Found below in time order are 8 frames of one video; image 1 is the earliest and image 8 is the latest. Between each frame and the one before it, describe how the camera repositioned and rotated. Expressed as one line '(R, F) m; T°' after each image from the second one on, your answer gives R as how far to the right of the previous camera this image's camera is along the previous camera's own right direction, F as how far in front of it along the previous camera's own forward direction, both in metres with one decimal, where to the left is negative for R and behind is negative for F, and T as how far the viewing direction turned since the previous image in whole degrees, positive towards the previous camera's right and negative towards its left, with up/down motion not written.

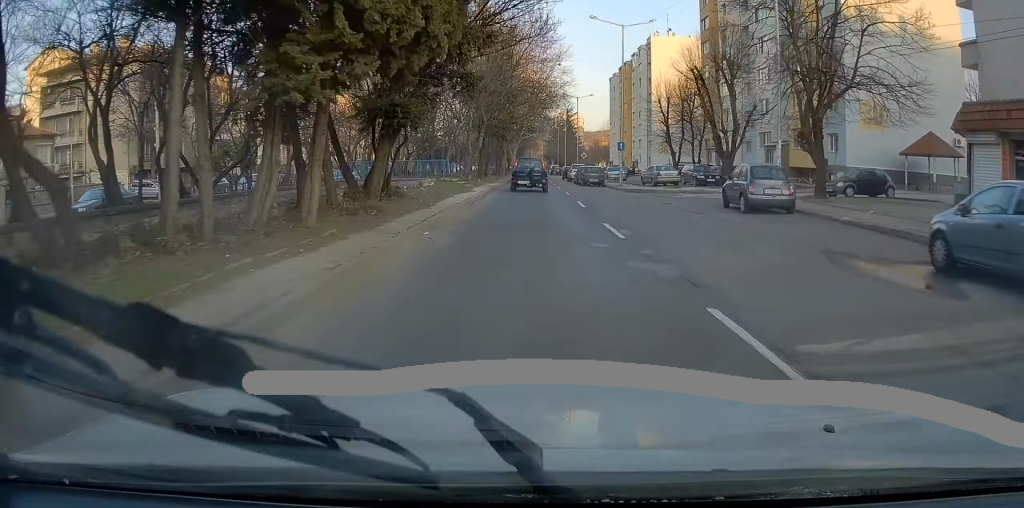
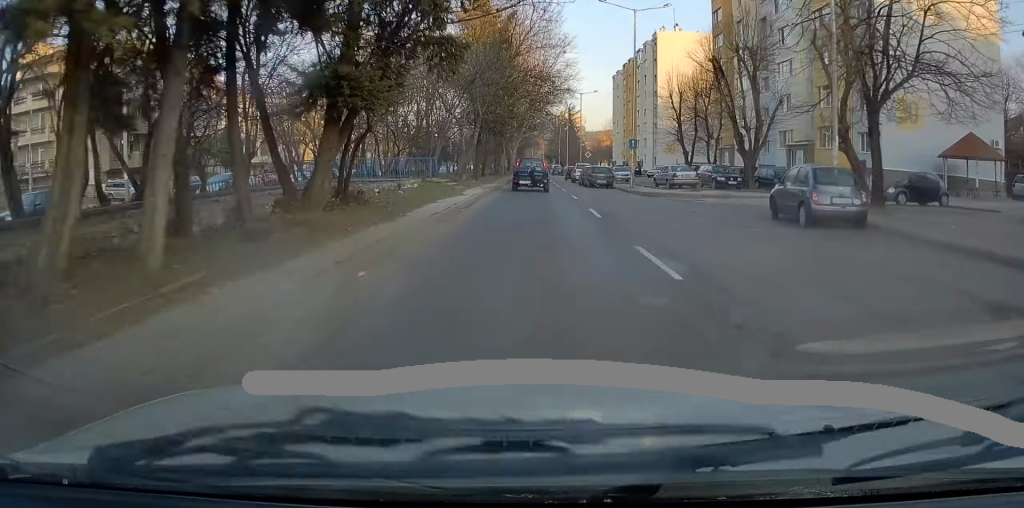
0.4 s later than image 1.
(-0.2, +4.4) m; -1°
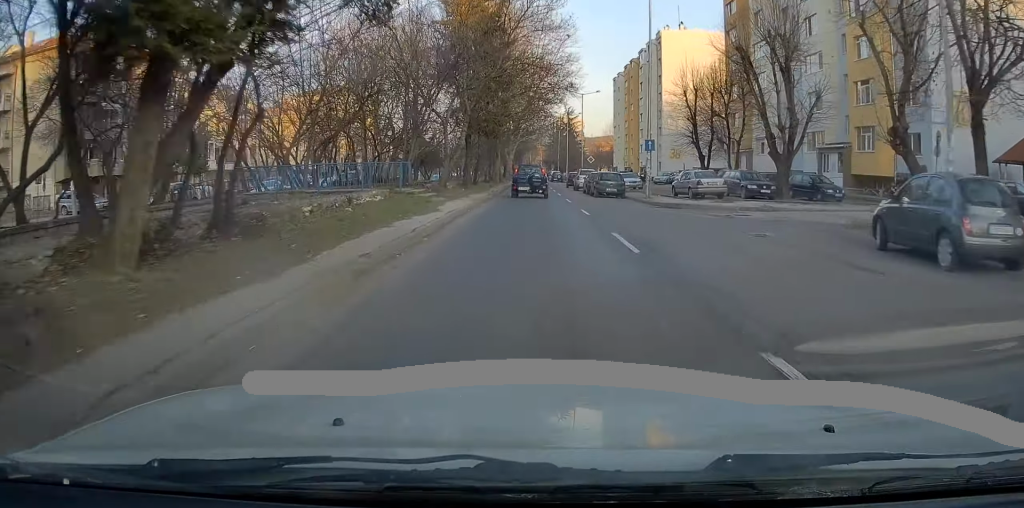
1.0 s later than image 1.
(-0.1, +5.8) m; -1°
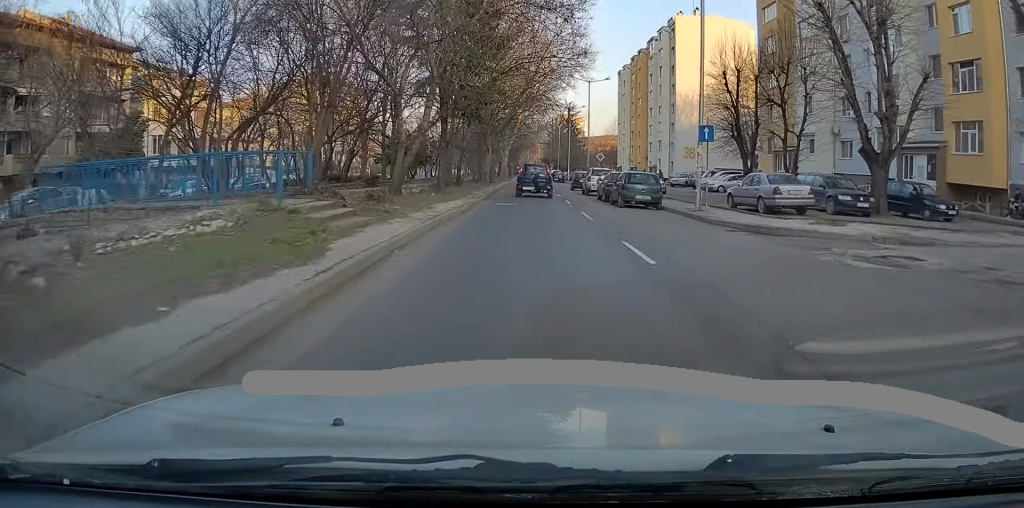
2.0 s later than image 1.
(0.0, +10.2) m; 0°
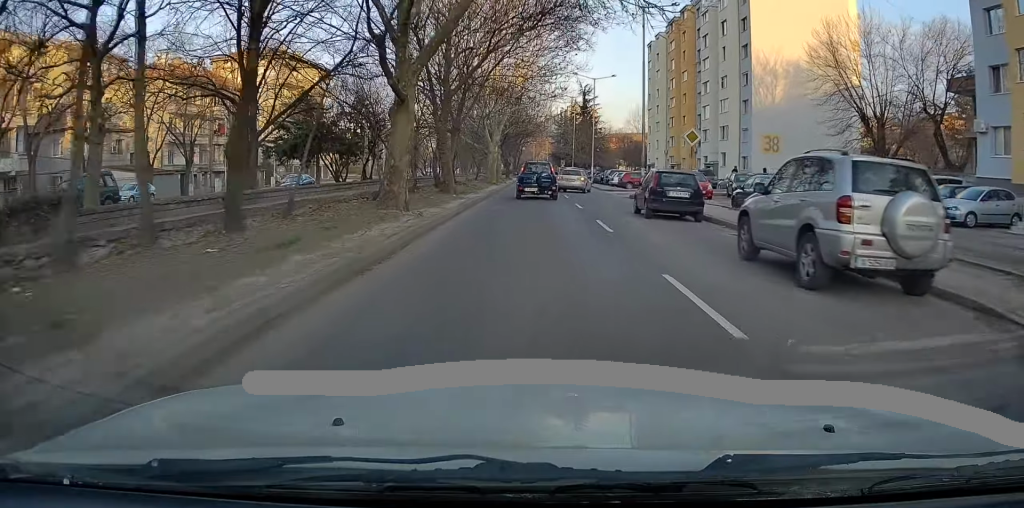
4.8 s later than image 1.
(+1.5, +29.7) m; +4°
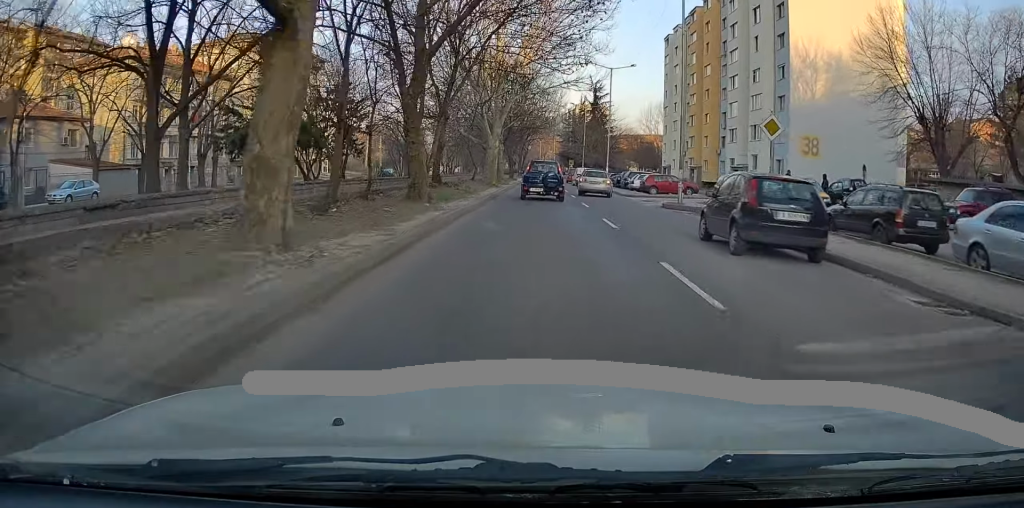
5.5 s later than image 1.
(0.0, +7.4) m; -1°
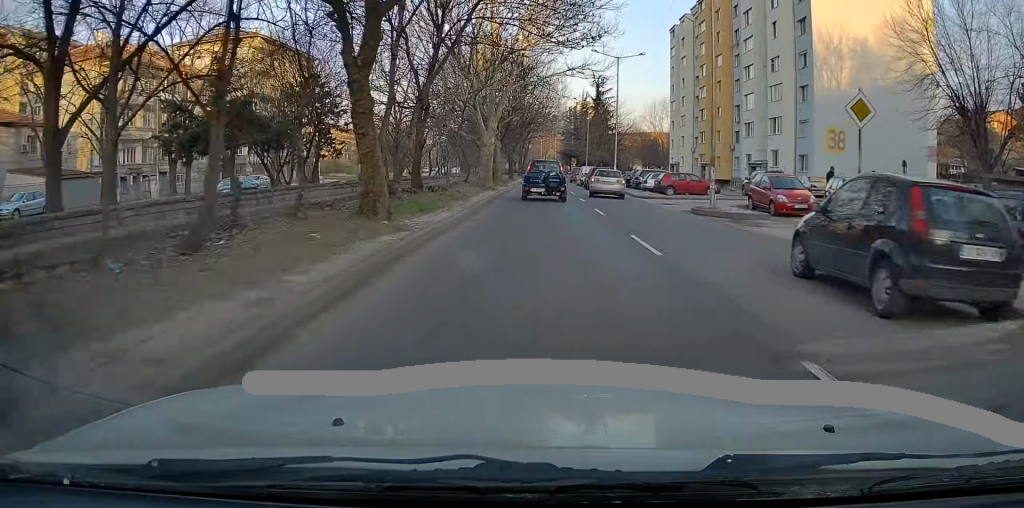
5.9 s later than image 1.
(+0.1, +4.8) m; -1°
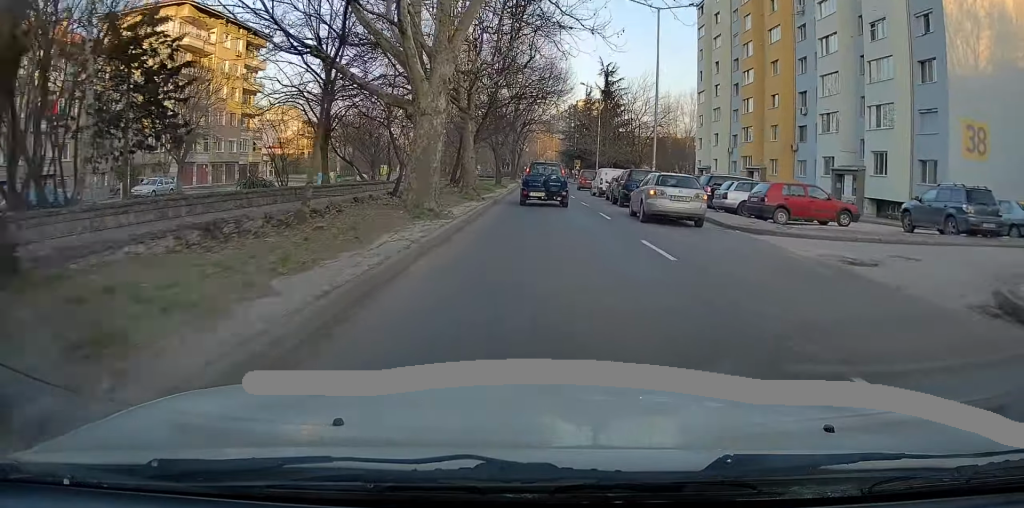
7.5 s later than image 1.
(-0.6, +16.9) m; -2°
